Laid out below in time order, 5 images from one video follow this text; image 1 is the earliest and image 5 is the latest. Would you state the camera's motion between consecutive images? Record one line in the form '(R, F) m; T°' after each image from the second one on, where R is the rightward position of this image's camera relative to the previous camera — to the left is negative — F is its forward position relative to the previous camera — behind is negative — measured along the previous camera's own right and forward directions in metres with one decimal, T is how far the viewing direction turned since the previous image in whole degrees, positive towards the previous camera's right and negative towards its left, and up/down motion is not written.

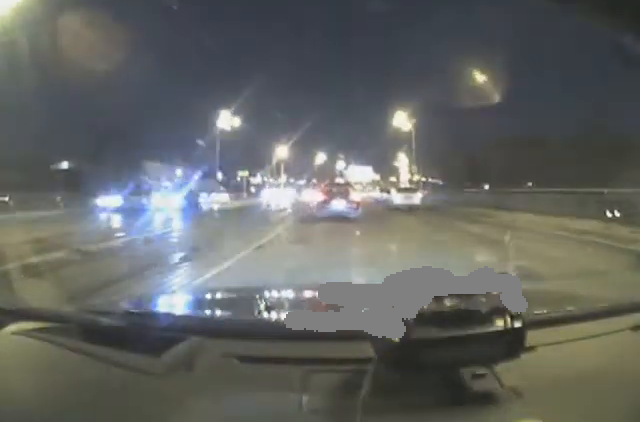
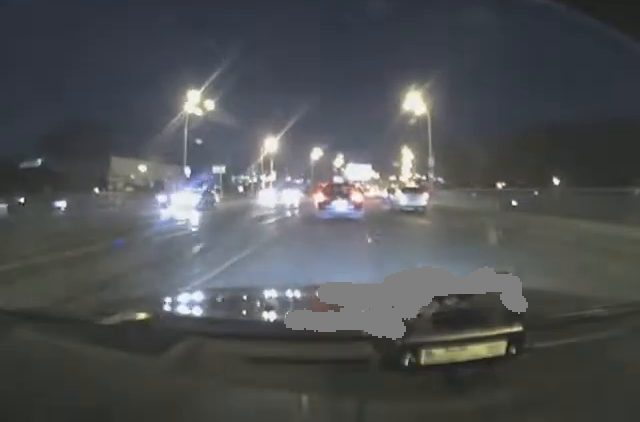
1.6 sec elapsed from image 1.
(0.0, +9.8) m; -1°
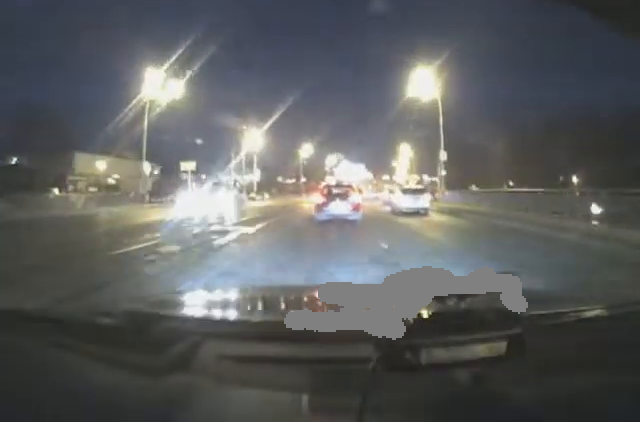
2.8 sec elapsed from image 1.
(-0.2, +9.0) m; 0°
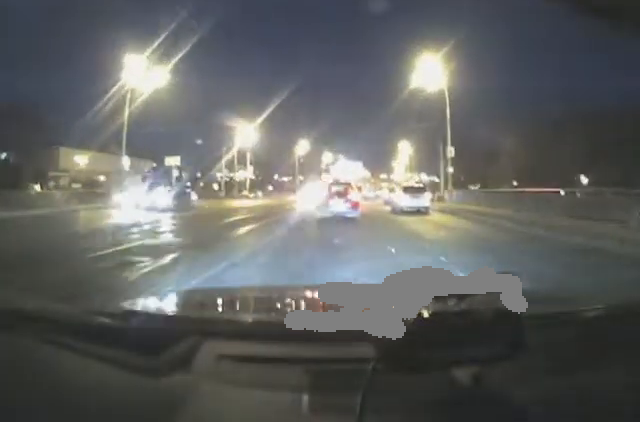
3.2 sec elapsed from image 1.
(-0.2, +4.0) m; +1°
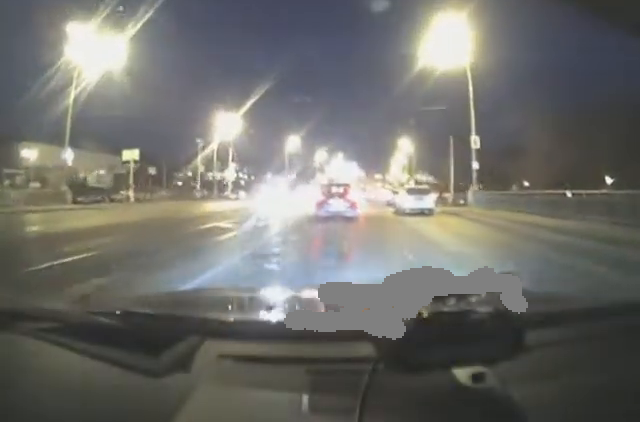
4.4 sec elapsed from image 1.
(+0.5, +13.3) m; +1°
